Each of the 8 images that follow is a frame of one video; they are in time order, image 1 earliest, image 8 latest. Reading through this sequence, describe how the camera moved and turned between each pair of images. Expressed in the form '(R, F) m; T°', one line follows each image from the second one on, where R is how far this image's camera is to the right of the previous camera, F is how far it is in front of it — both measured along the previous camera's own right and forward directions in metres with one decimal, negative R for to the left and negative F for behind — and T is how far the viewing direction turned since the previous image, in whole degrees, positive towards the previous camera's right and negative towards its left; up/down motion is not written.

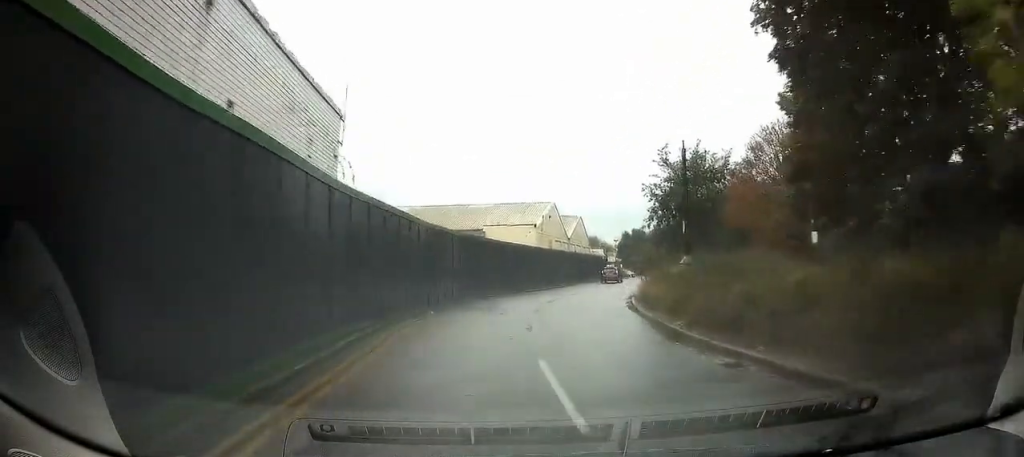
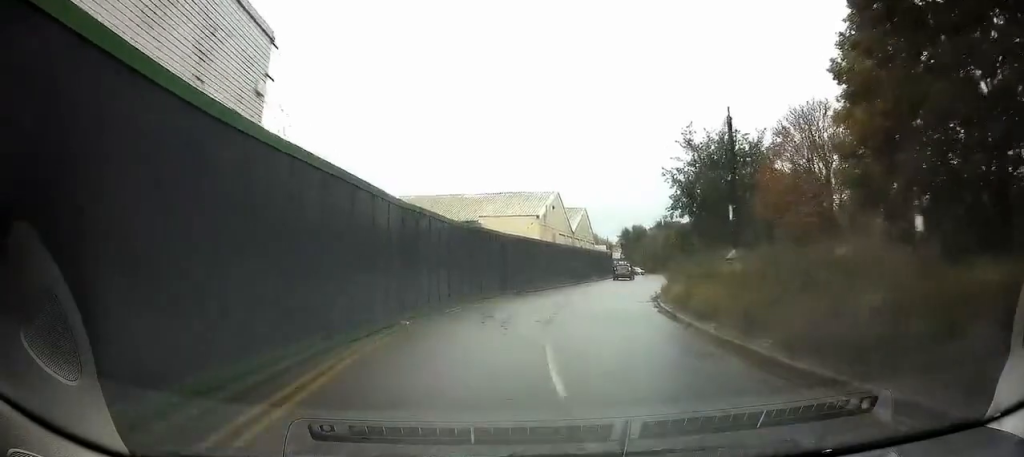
(0.0, +4.8) m; -1°
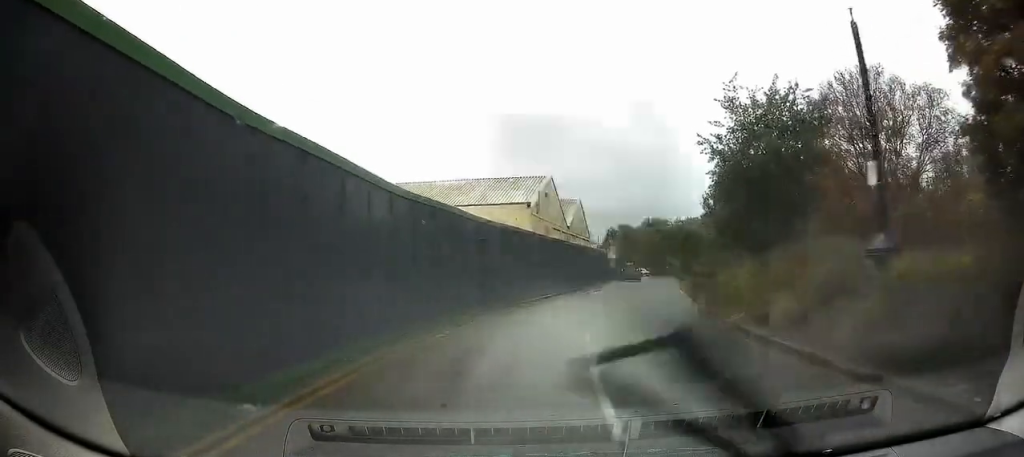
(-0.1, +8.5) m; +2°
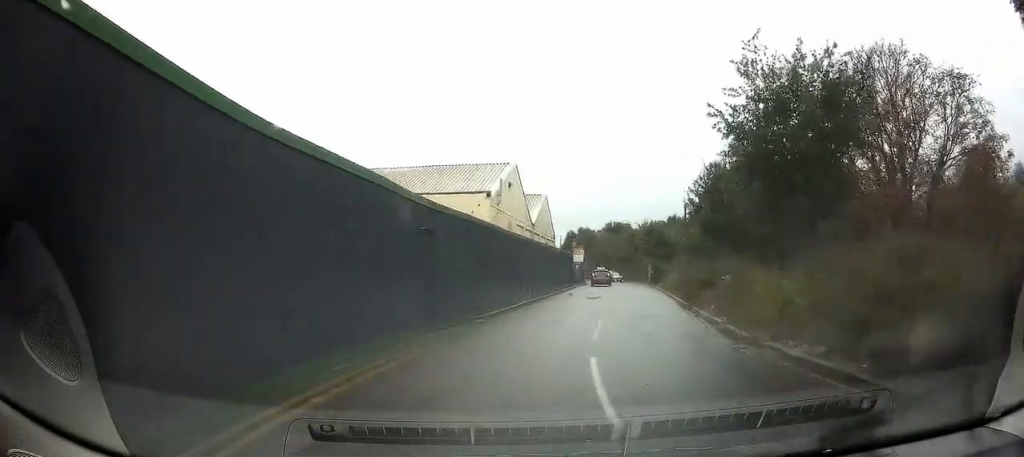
(+0.3, +6.0) m; +4°
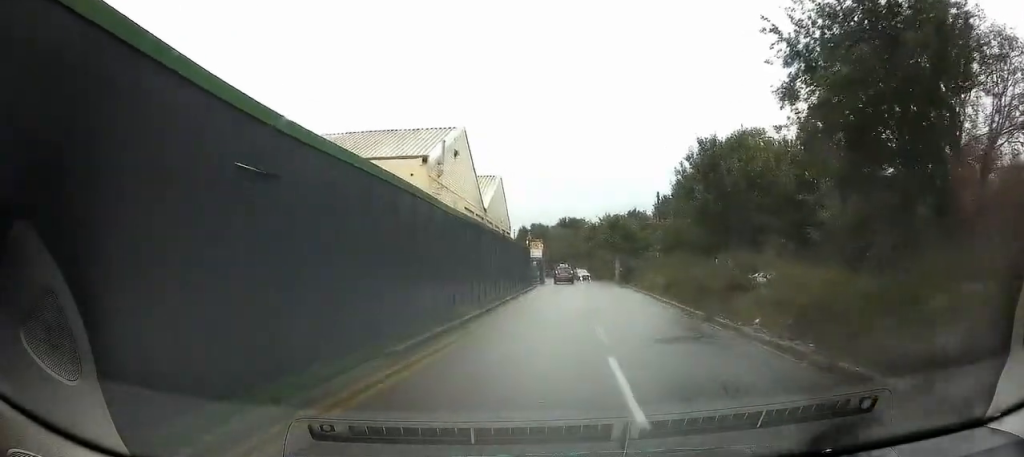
(+0.3, +5.6) m; +3°
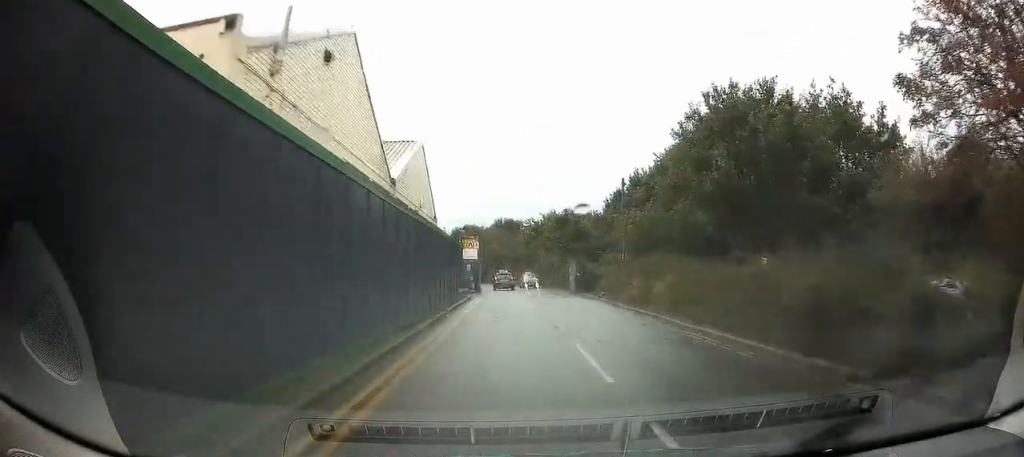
(+0.1, +8.8) m; +6°
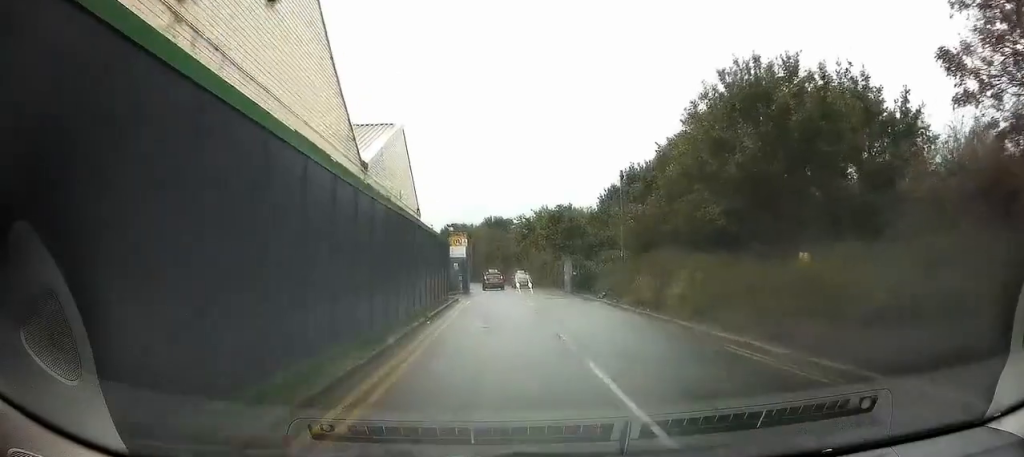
(+0.2, +2.8) m; +2°
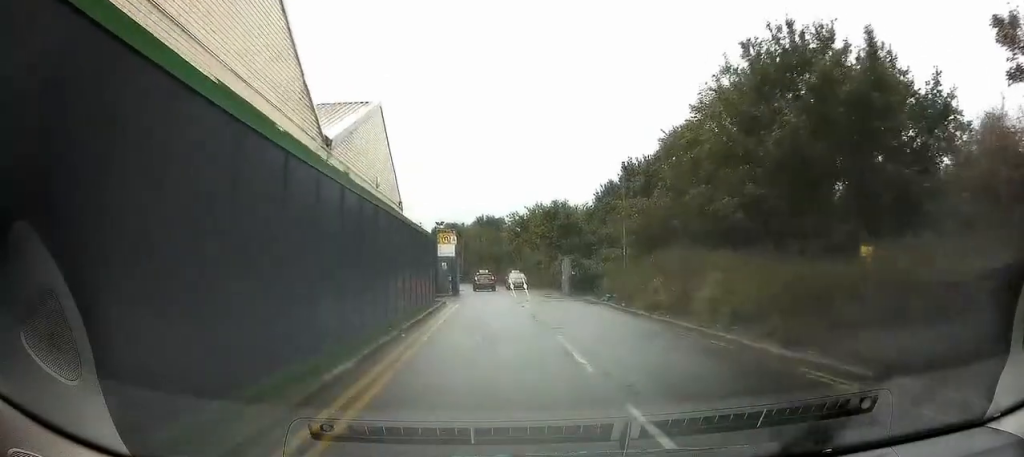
(+0.1, +2.8) m; +2°
